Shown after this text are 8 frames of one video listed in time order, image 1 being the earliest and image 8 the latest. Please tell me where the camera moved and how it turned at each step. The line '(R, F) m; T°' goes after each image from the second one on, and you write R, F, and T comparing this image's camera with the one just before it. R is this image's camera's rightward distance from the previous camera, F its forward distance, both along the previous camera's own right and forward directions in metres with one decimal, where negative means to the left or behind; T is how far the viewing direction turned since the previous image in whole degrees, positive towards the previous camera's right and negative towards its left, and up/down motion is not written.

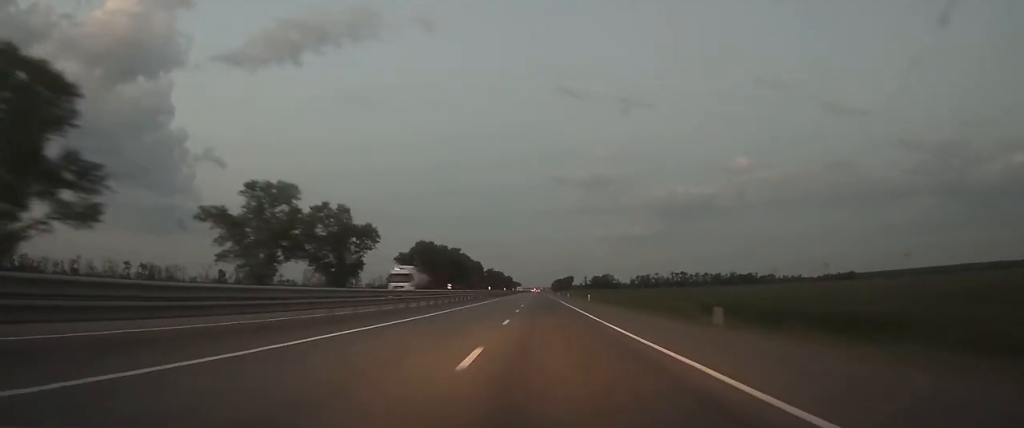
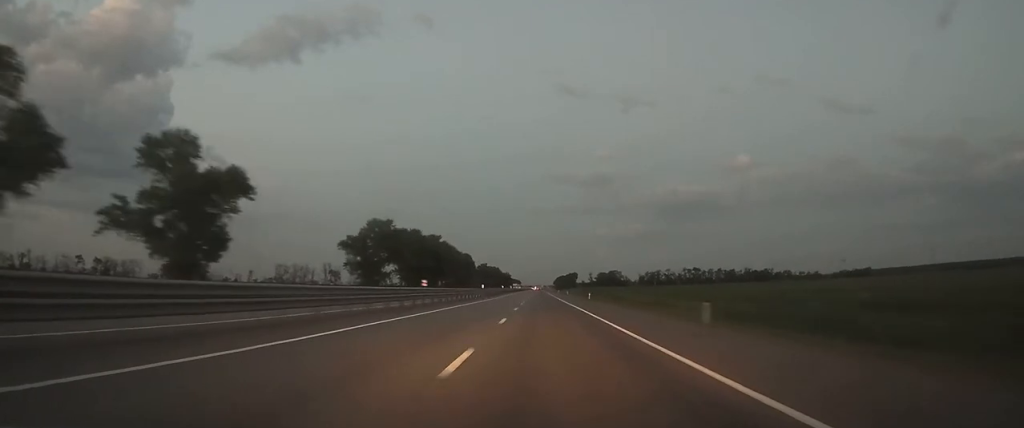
(0.0, +48.7) m; 0°
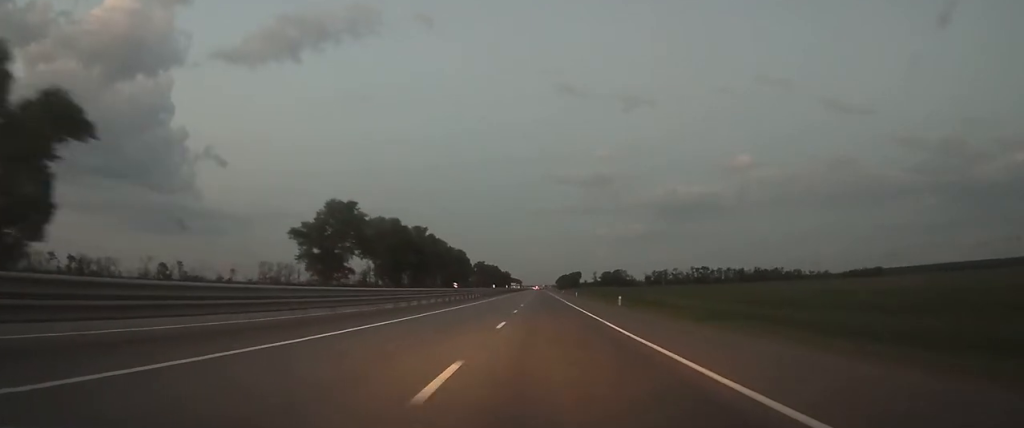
(-0.1, +25.5) m; 0°
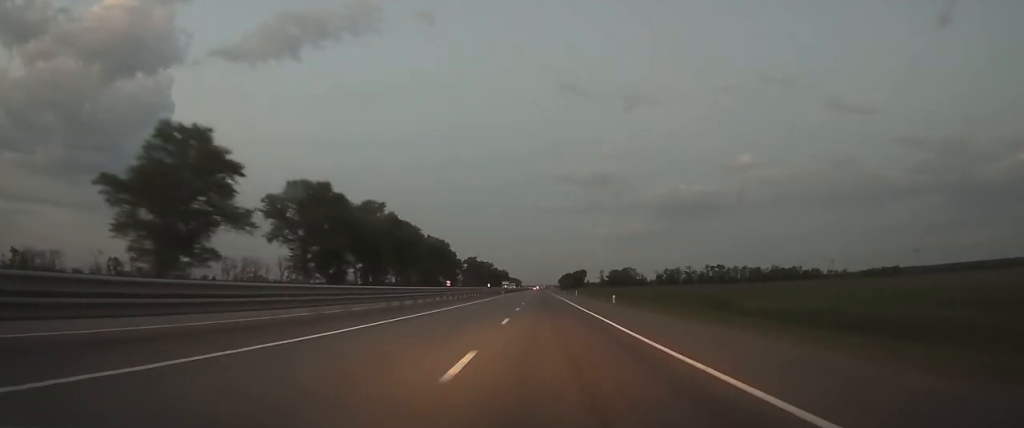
(+0.1, +46.2) m; 0°
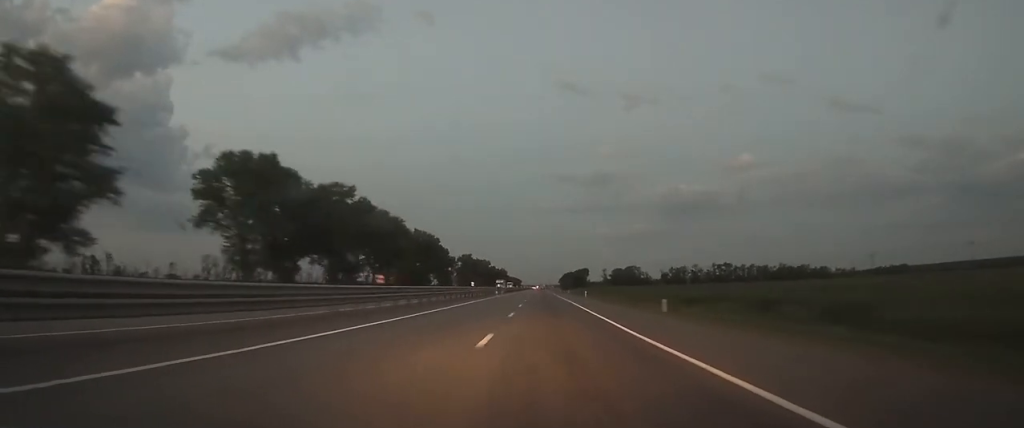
(+0.1, +19.5) m; 0°
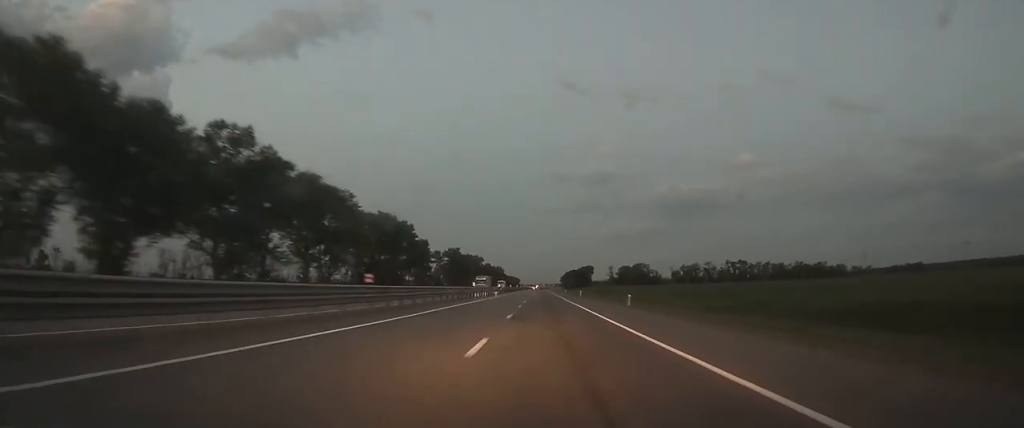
(-0.1, +37.6) m; 0°
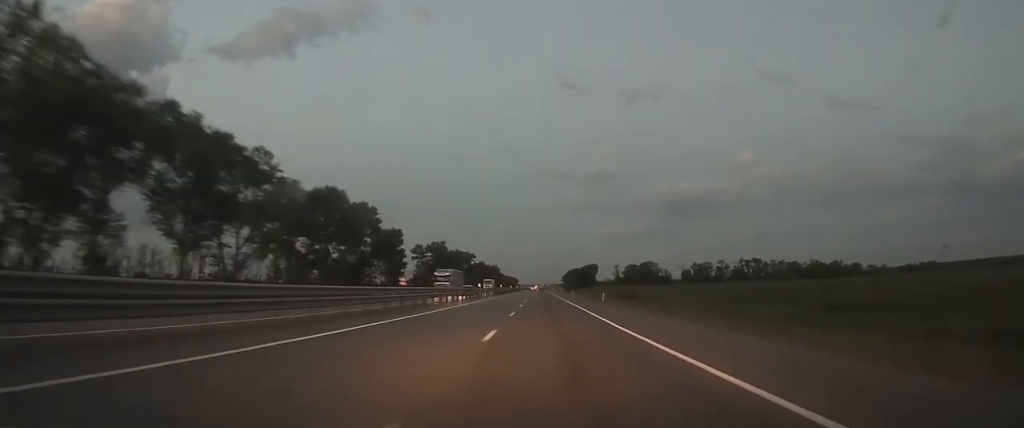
(0.0, +32.6) m; 0°
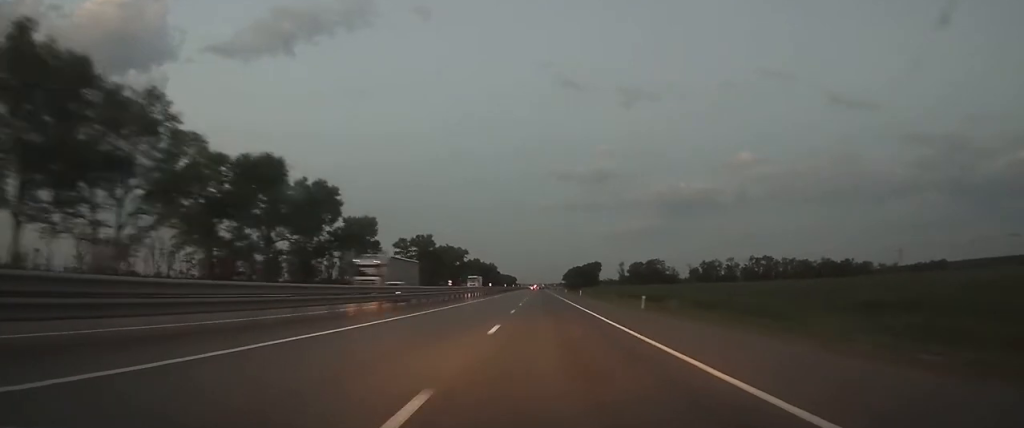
(-0.1, +22.3) m; 0°
